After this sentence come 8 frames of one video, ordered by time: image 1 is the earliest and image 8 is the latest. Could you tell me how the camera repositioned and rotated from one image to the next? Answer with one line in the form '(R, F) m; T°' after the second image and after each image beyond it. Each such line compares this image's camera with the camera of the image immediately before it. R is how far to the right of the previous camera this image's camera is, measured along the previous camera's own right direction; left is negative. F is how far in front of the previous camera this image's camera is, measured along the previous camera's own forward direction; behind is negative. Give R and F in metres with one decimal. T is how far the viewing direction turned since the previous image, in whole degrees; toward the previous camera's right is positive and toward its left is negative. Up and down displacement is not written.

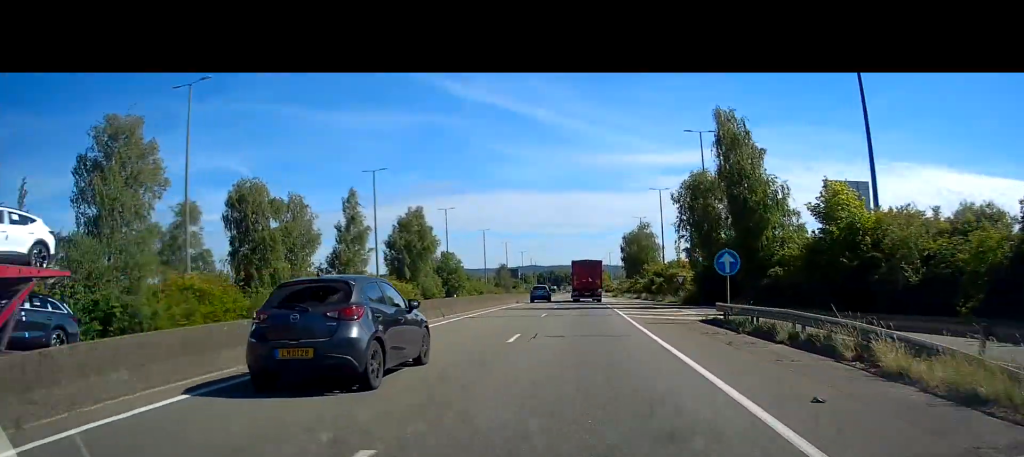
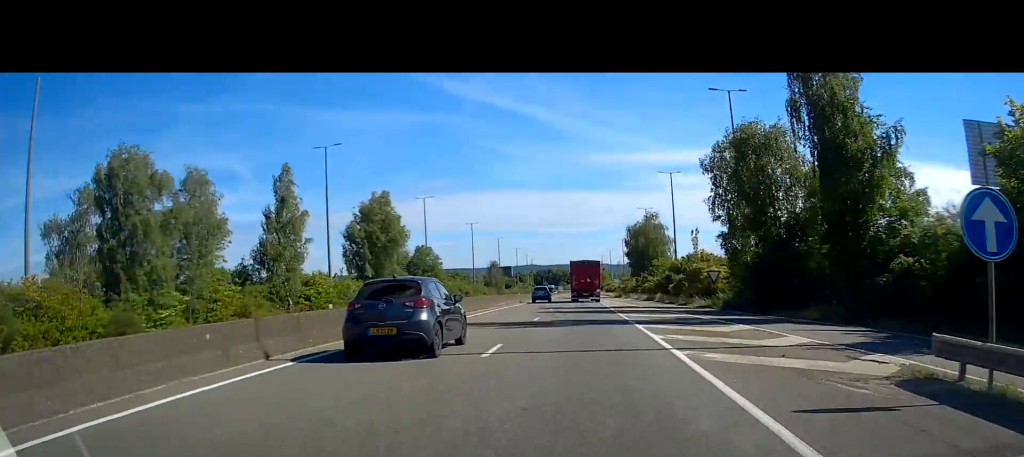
(0.0, +16.0) m; 0°
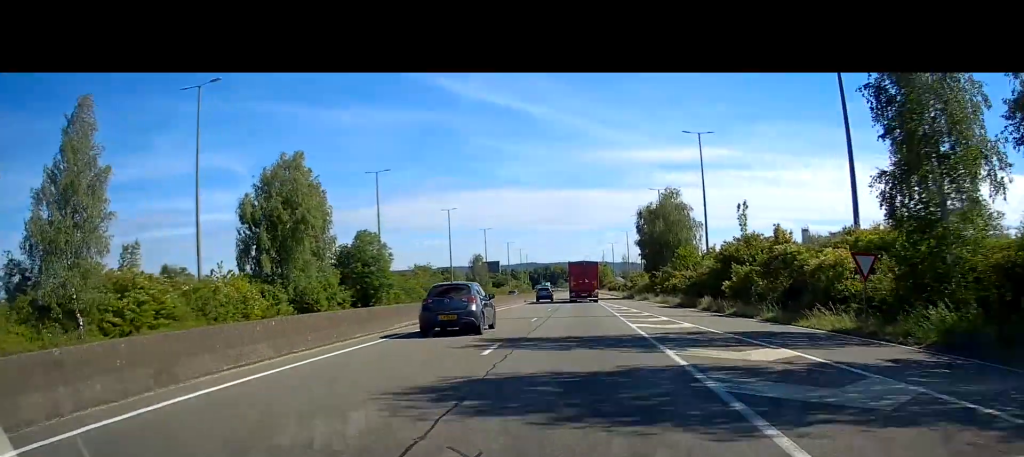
(0.0, +25.0) m; 0°
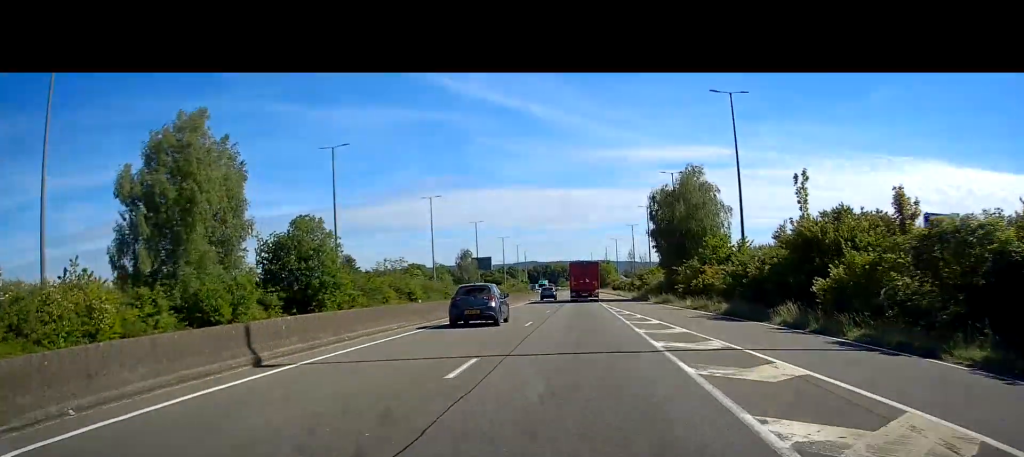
(0.0, +15.9) m; 0°
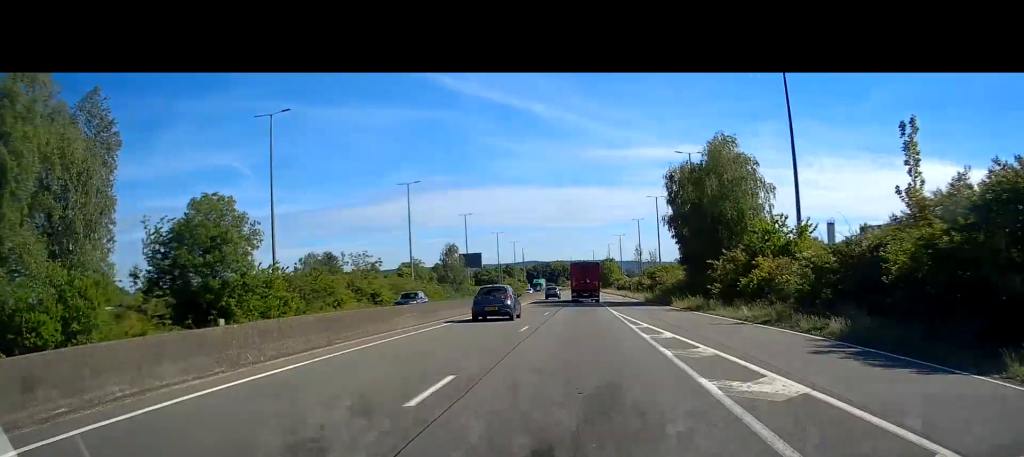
(0.0, +15.1) m; 0°
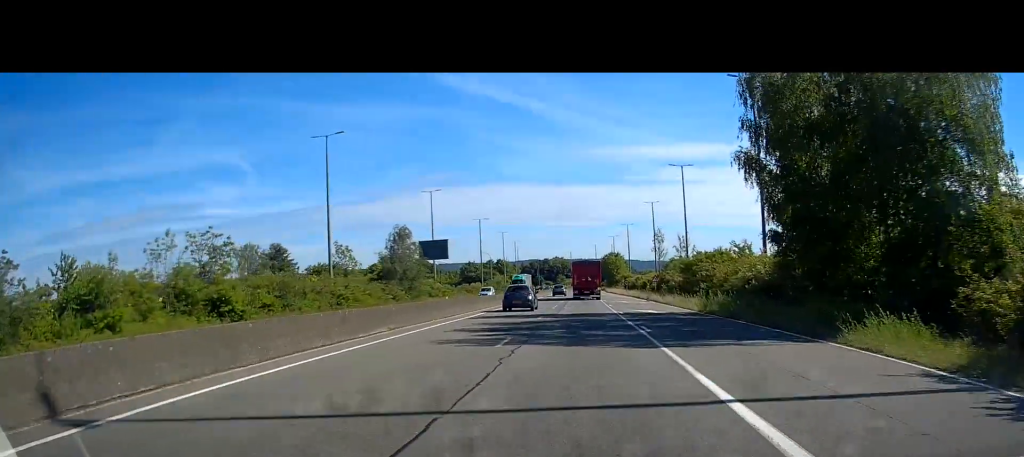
(0.0, +31.0) m; 0°
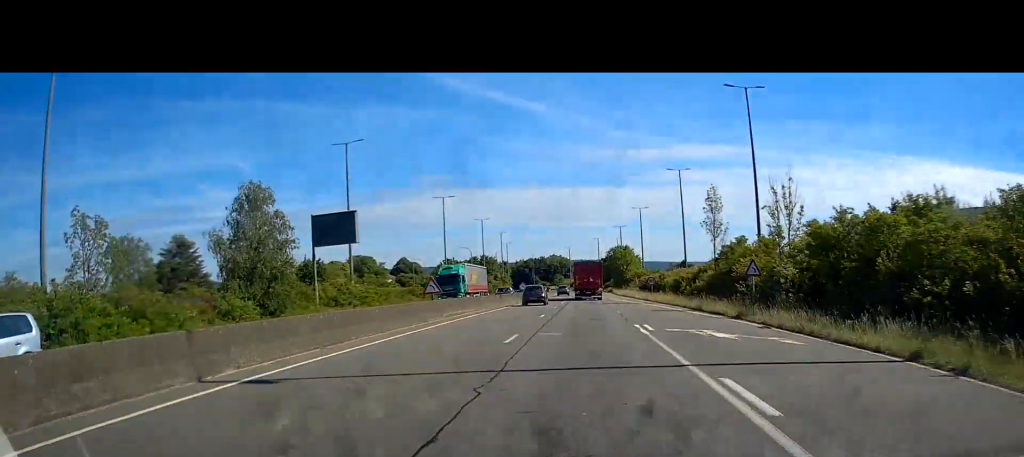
(0.0, +37.2) m; 0°
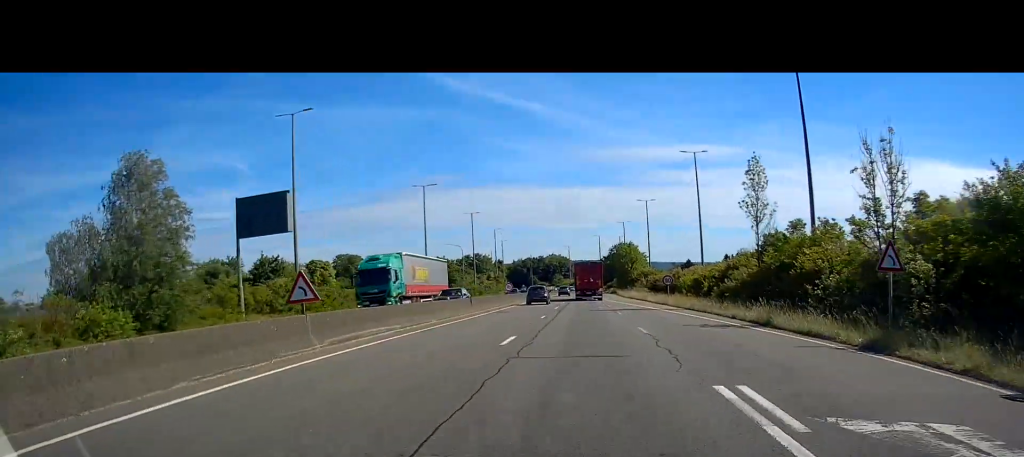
(0.0, +13.0) m; 0°
